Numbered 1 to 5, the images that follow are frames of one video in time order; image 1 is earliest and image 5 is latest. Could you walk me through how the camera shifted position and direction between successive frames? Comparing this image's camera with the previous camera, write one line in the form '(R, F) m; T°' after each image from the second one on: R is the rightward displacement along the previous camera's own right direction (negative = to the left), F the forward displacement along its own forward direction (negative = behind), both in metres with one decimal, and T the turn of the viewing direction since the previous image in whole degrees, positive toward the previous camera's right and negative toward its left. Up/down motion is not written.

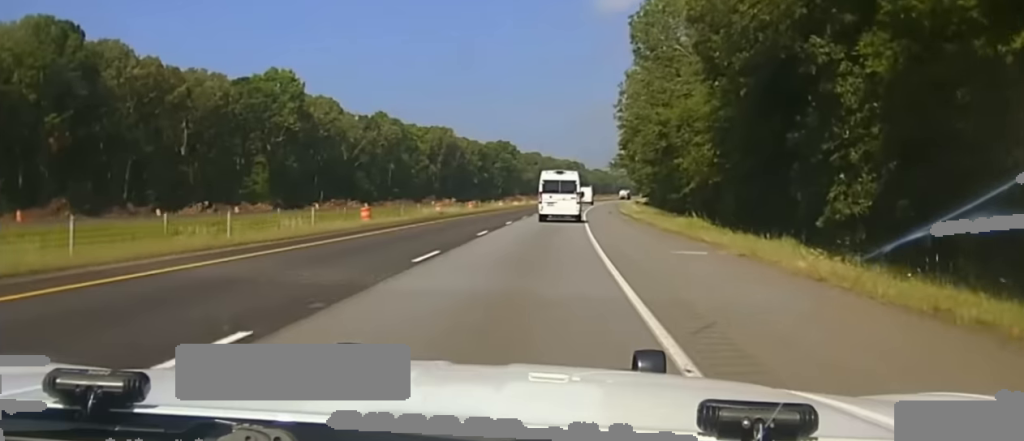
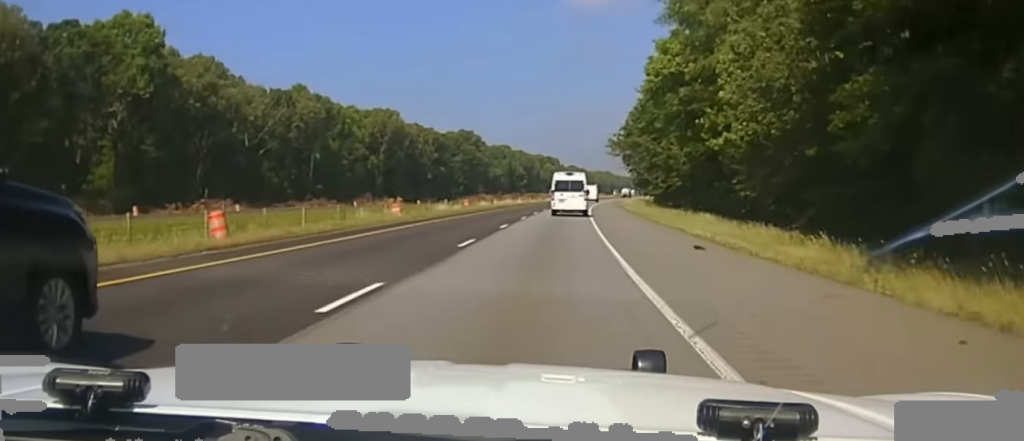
(+2.0, +58.0) m; +3°
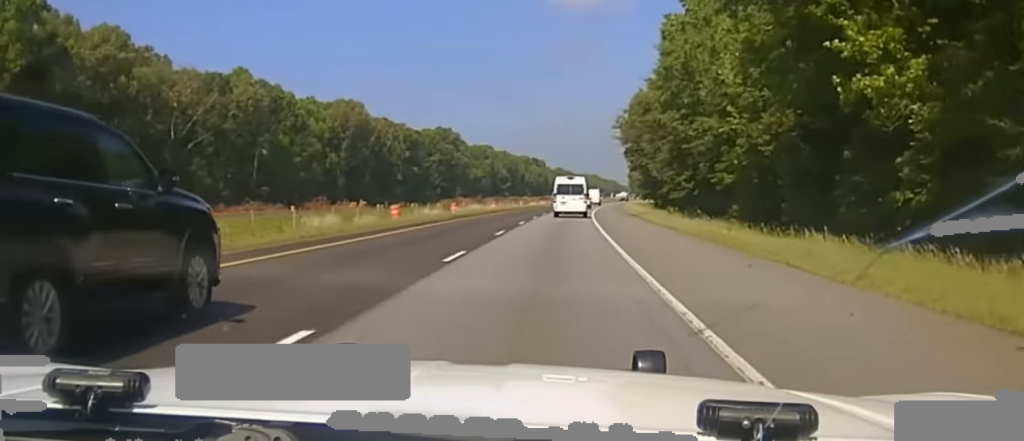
(0.0, +36.5) m; +1°
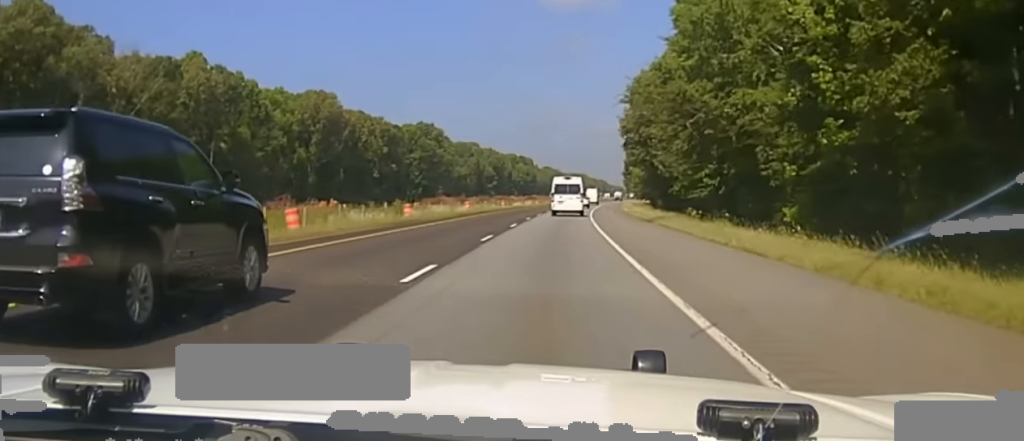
(+0.3, +20.2) m; +1°
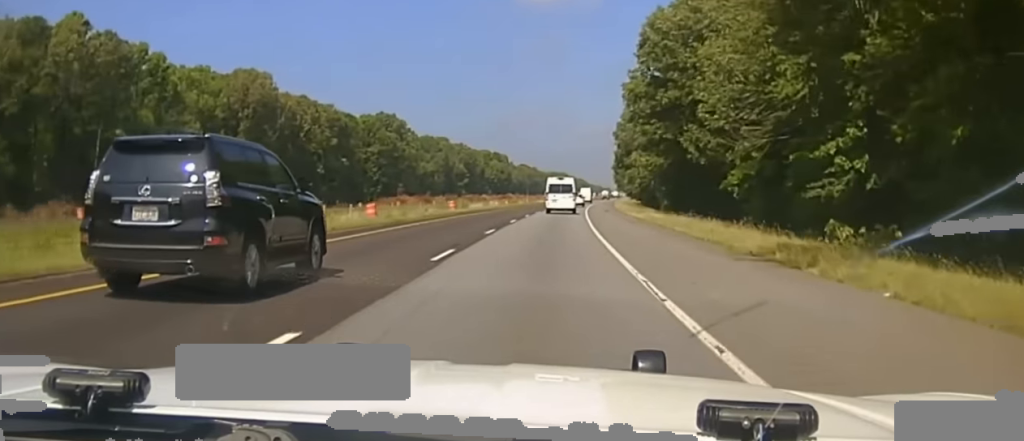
(+0.4, +33.7) m; +1°
